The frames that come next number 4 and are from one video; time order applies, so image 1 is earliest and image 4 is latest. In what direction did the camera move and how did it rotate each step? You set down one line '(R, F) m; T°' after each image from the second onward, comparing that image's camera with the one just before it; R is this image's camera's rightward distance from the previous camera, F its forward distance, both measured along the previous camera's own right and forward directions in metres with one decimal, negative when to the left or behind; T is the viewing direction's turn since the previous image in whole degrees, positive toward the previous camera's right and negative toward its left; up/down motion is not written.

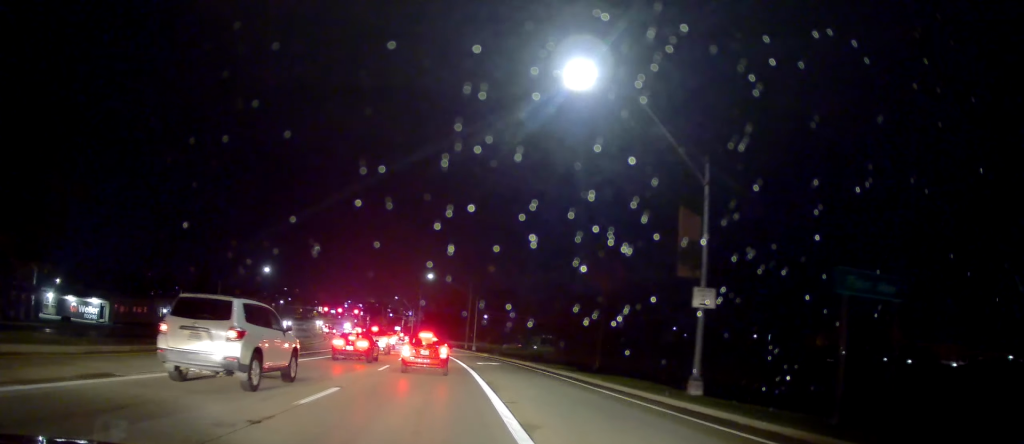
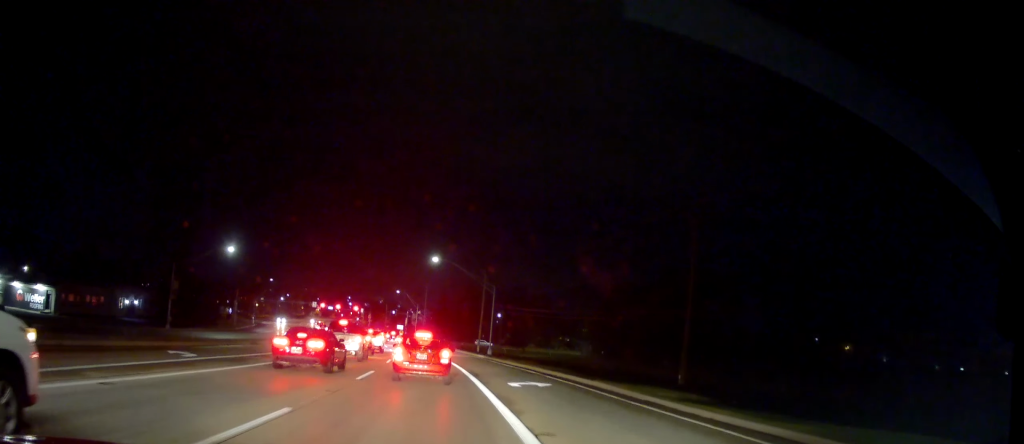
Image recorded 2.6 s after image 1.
(-0.8, +16.8) m; -3°
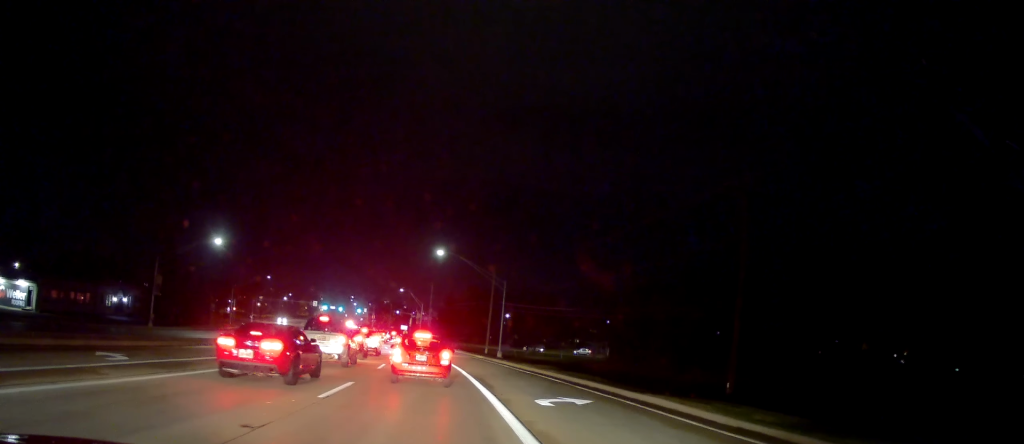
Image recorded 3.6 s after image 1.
(+0.4, +6.2) m; +4°
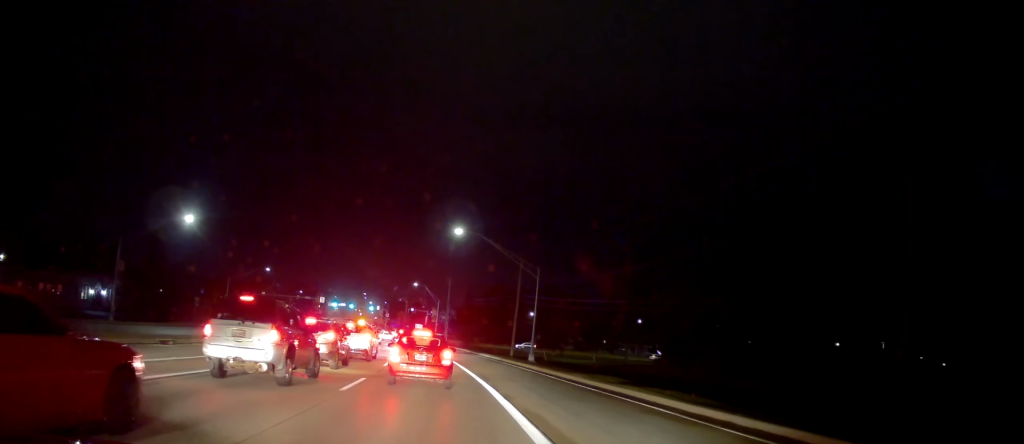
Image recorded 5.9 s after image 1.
(+0.1, +11.4) m; +1°
